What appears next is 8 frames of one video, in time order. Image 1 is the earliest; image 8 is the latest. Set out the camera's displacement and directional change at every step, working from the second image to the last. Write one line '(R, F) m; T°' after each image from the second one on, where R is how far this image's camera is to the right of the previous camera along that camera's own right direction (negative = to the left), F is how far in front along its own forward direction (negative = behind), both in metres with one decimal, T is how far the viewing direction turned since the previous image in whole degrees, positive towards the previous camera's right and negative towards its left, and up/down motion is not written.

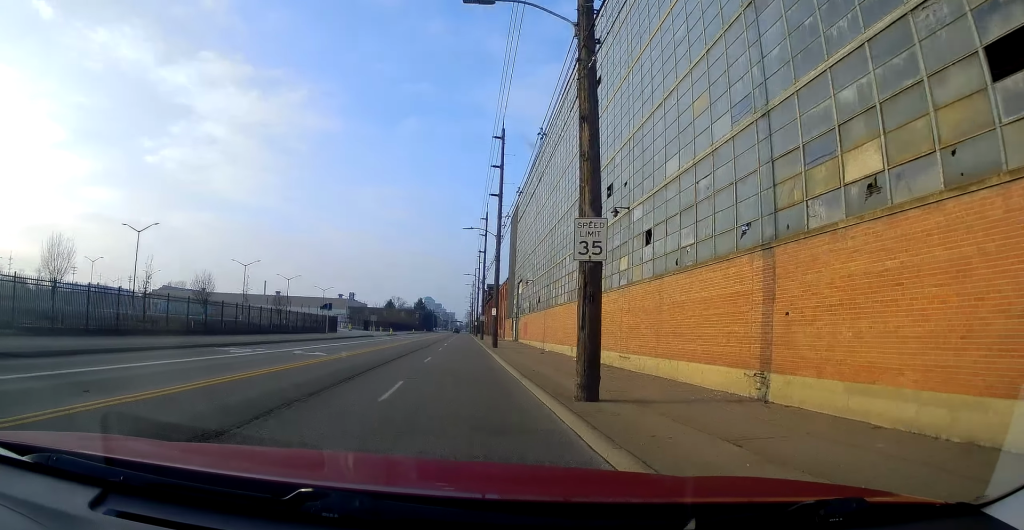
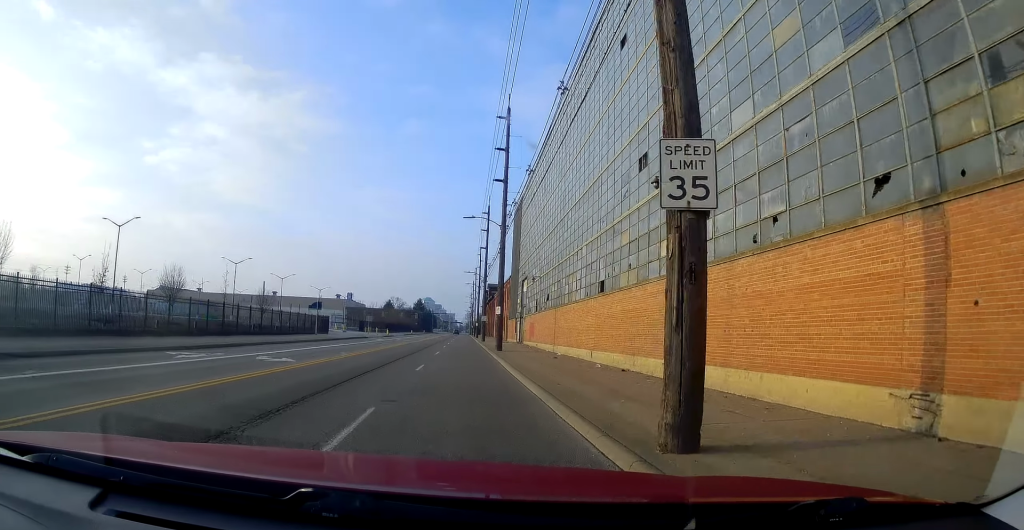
(+0.2, +4.7) m; +1°
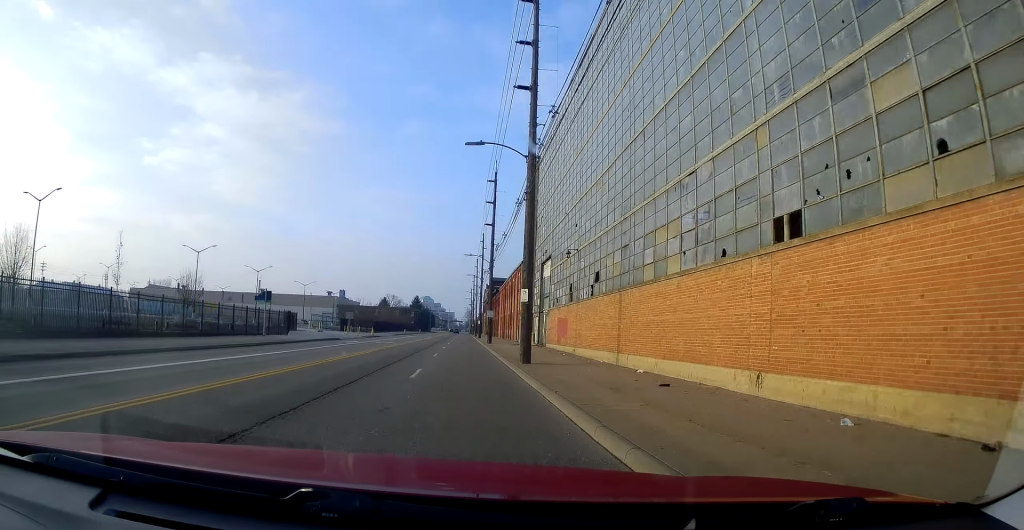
(+0.3, +15.0) m; +1°
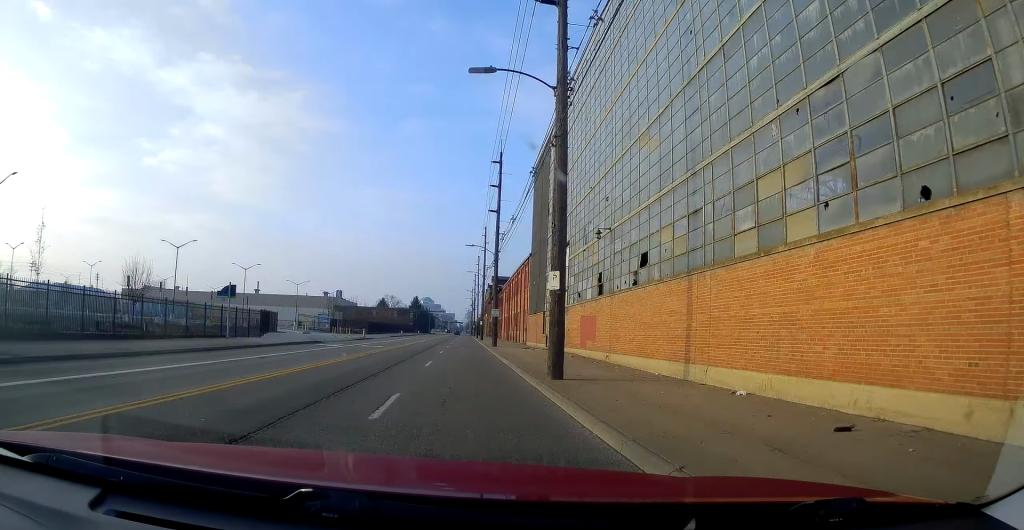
(0.0, +6.8) m; -1°
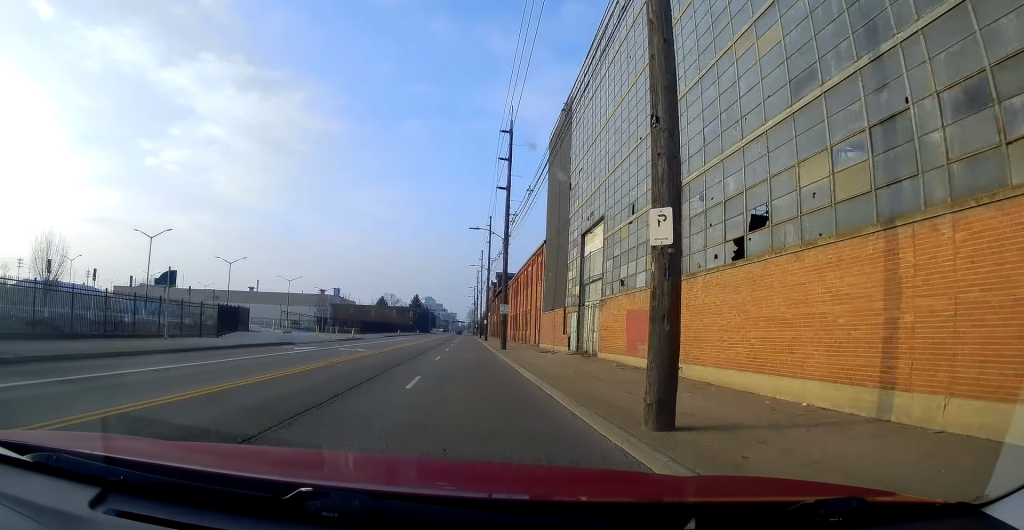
(+0.3, +7.9) m; -1°
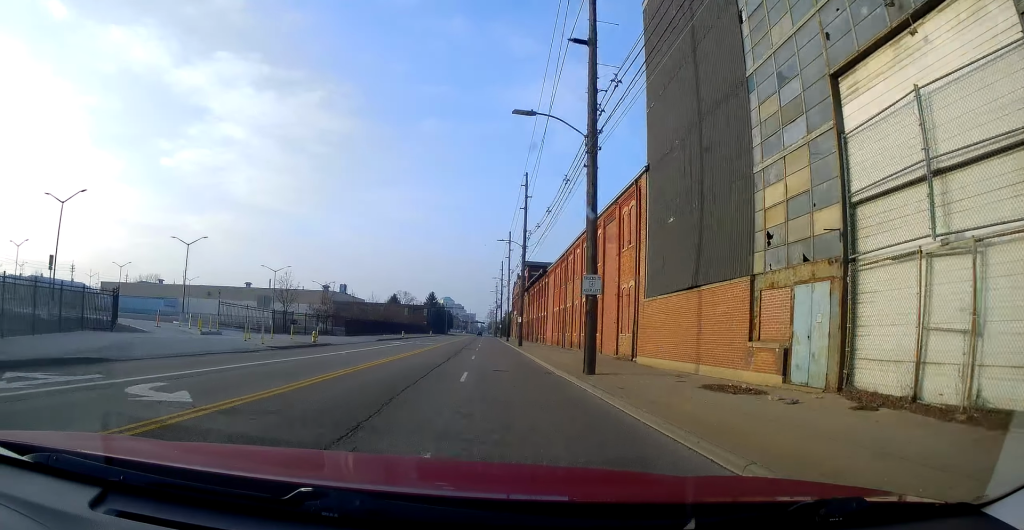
(-0.1, +22.0) m; +3°
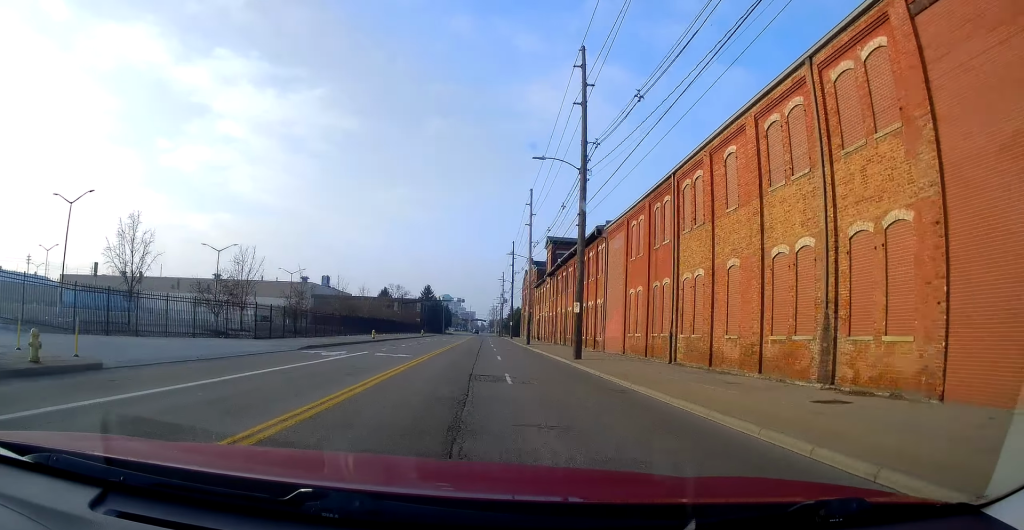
(+0.7, +25.9) m; +1°
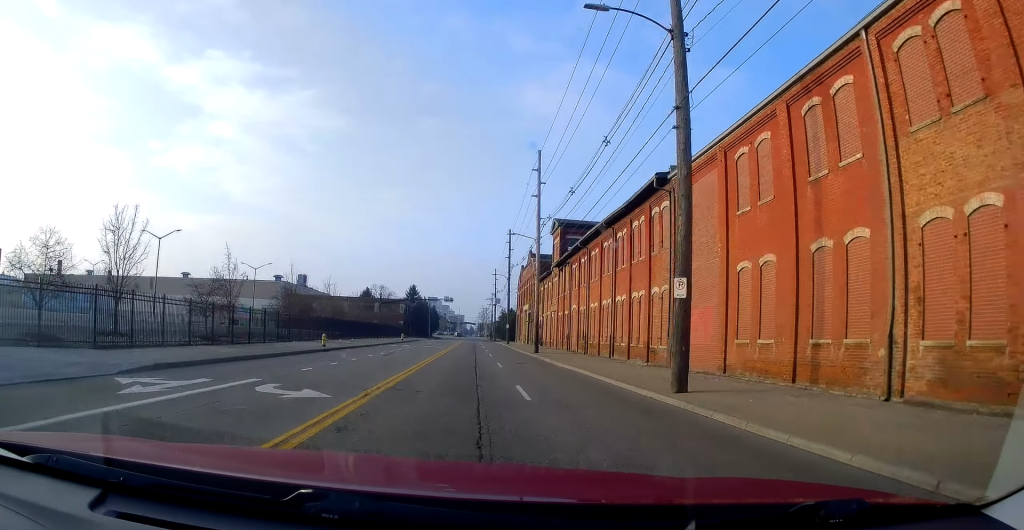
(0.0, +14.6) m; -2°
